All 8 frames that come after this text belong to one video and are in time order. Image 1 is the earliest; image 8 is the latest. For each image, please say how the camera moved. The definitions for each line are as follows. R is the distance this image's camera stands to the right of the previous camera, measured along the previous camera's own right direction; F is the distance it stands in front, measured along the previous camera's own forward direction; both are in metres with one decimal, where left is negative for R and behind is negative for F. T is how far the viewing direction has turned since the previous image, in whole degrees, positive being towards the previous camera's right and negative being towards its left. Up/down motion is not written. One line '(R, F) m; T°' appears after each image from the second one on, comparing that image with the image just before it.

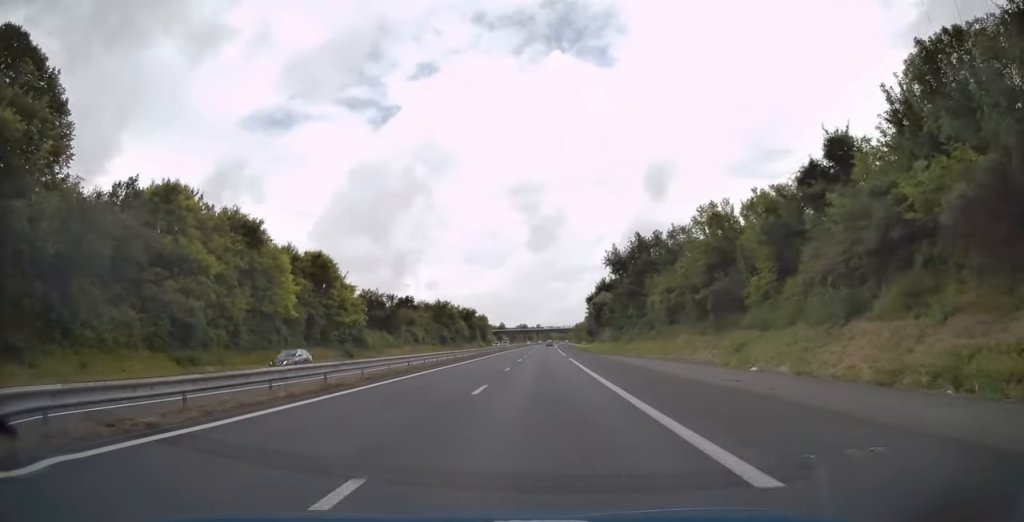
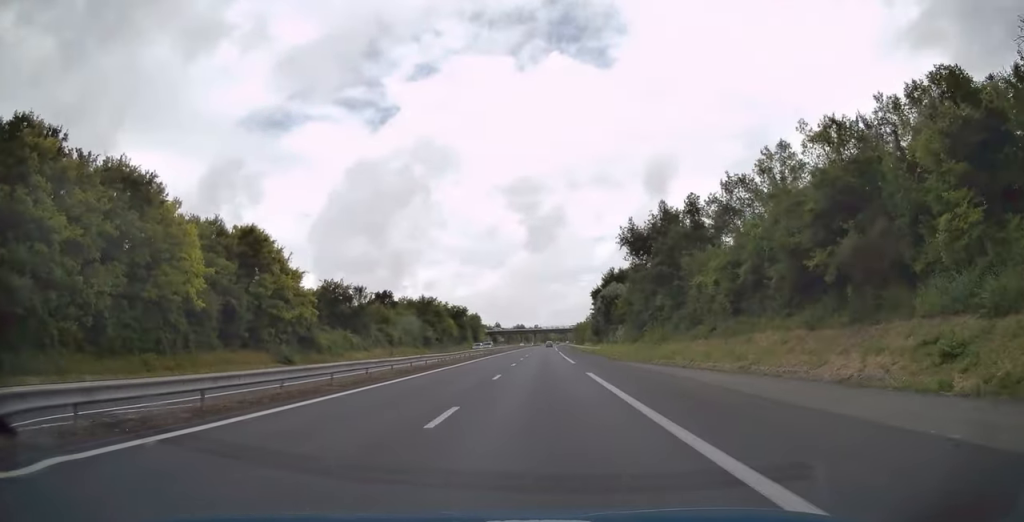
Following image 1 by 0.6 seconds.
(+0.2, +19.3) m; 0°
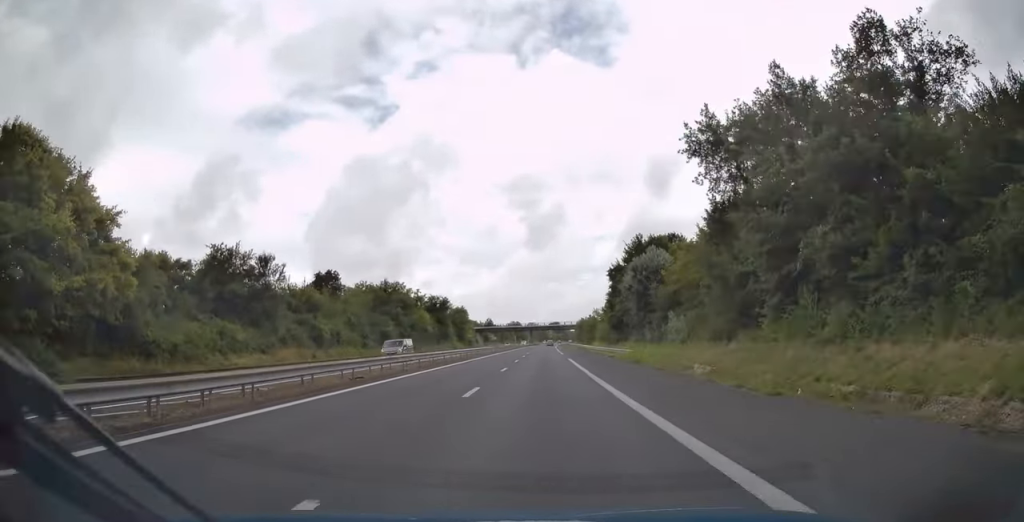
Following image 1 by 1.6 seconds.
(-0.1, +33.7) m; 0°
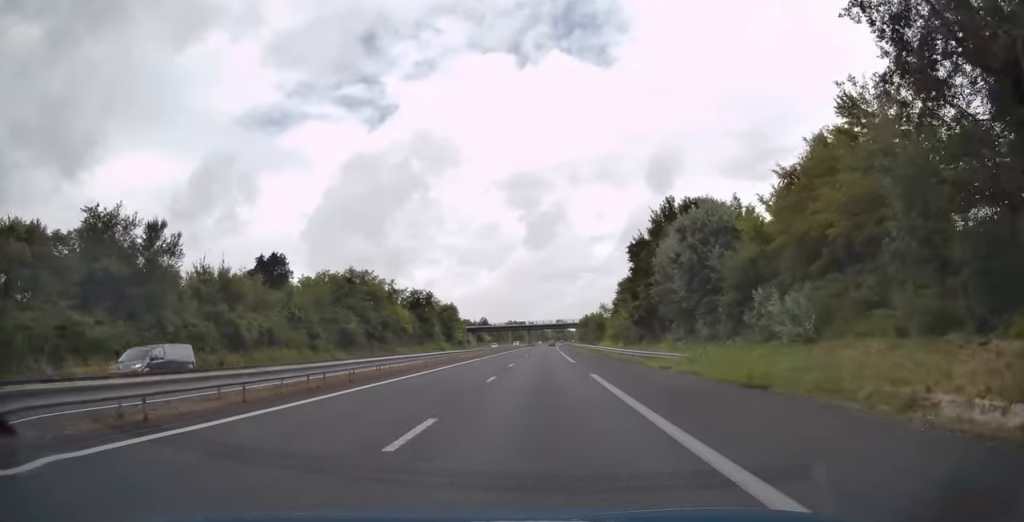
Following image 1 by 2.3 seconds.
(+0.1, +20.3) m; 0°
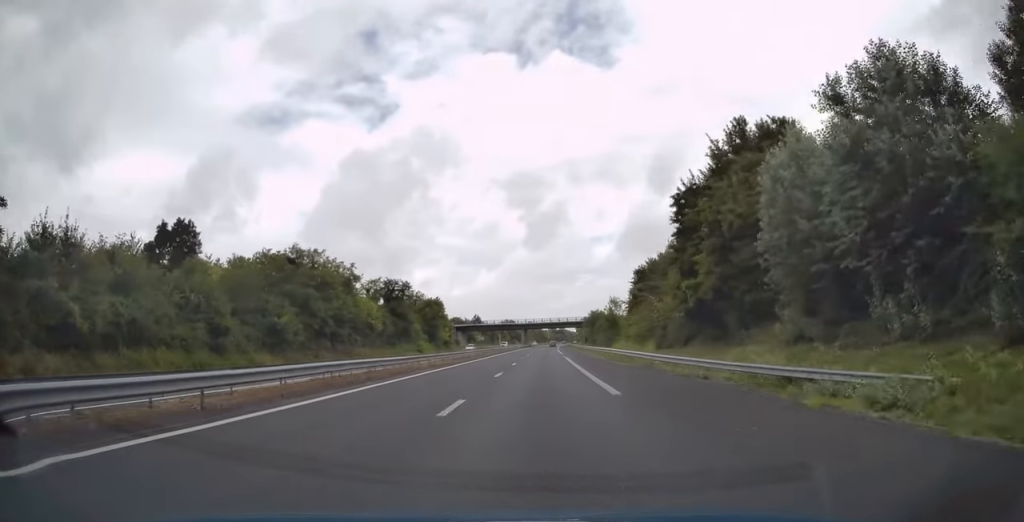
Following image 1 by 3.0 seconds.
(+0.1, +21.9) m; 0°
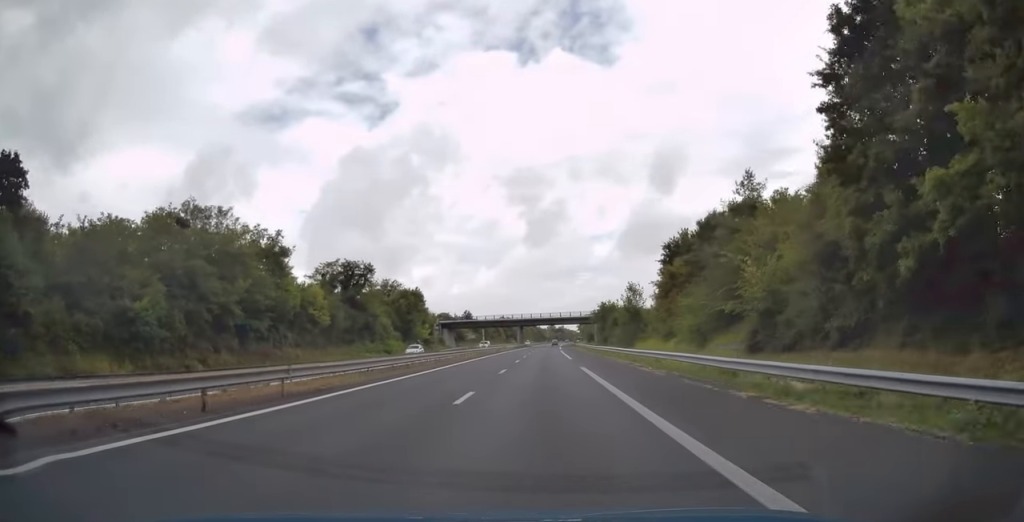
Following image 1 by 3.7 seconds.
(-0.1, +24.0) m; 0°
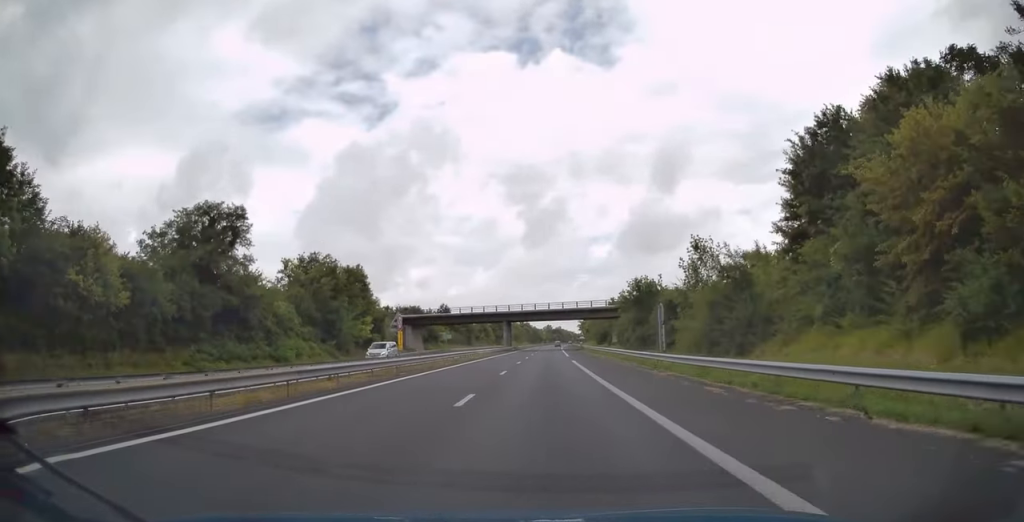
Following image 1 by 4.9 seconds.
(+0.2, +39.6) m; +1°
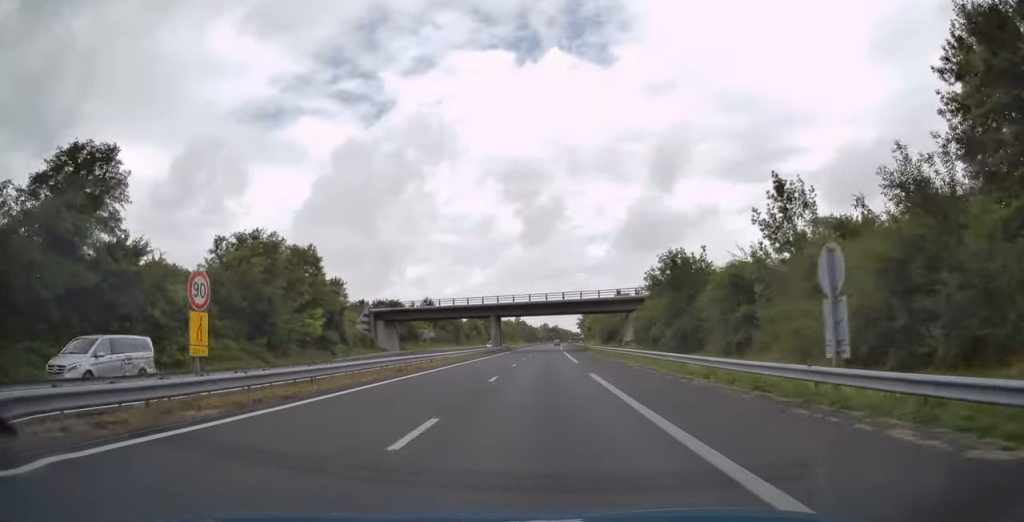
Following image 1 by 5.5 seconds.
(0.0, +18.2) m; 0°
